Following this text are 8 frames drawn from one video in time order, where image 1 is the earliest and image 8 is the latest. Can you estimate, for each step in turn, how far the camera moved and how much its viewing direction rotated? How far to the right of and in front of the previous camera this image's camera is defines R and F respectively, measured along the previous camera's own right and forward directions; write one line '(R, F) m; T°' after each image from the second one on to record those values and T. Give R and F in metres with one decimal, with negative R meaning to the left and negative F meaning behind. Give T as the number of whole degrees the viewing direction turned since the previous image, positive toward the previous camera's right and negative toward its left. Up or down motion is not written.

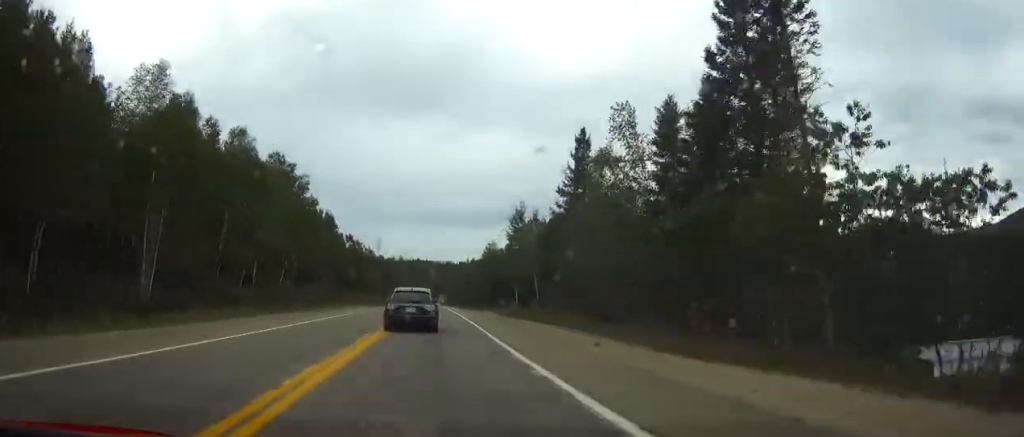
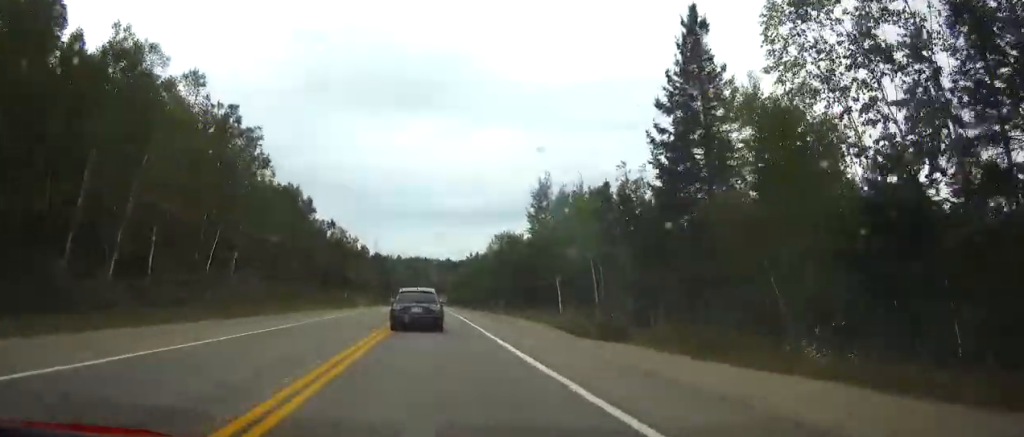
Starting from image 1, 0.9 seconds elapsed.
(0.0, +24.3) m; 0°
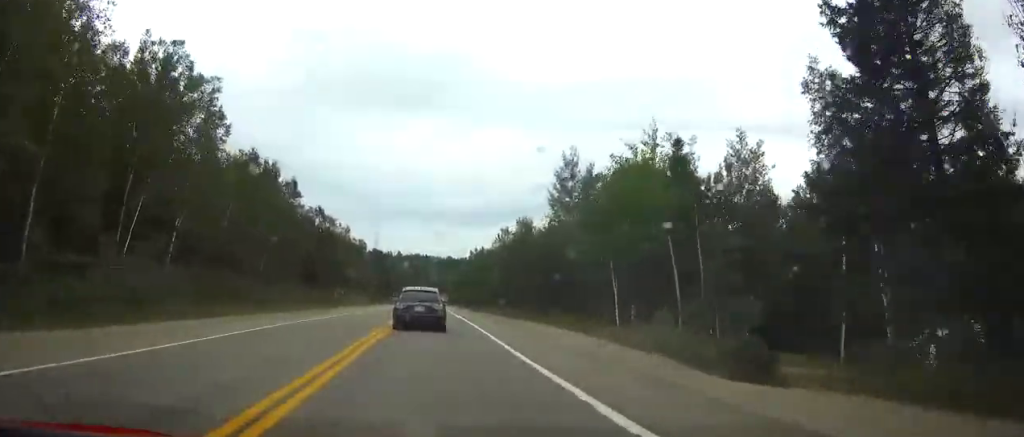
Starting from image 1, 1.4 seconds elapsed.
(0.0, +14.4) m; 0°
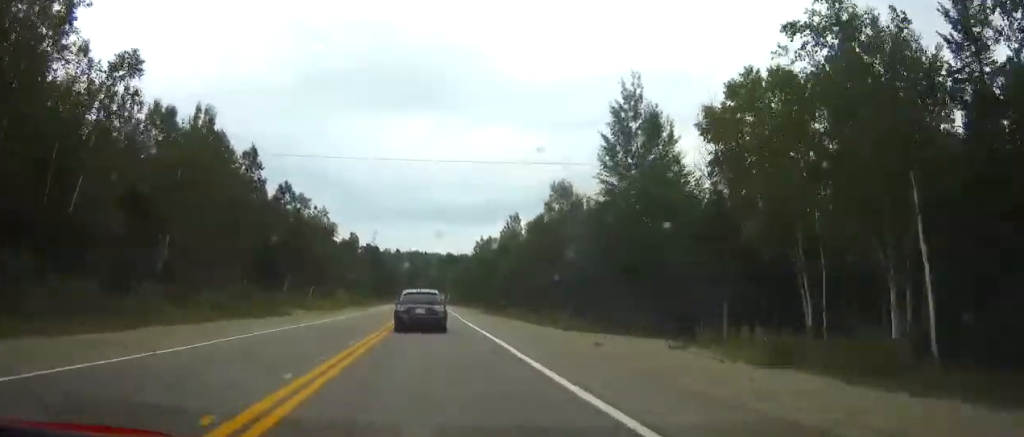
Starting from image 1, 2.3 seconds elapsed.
(+0.1, +22.4) m; 0°
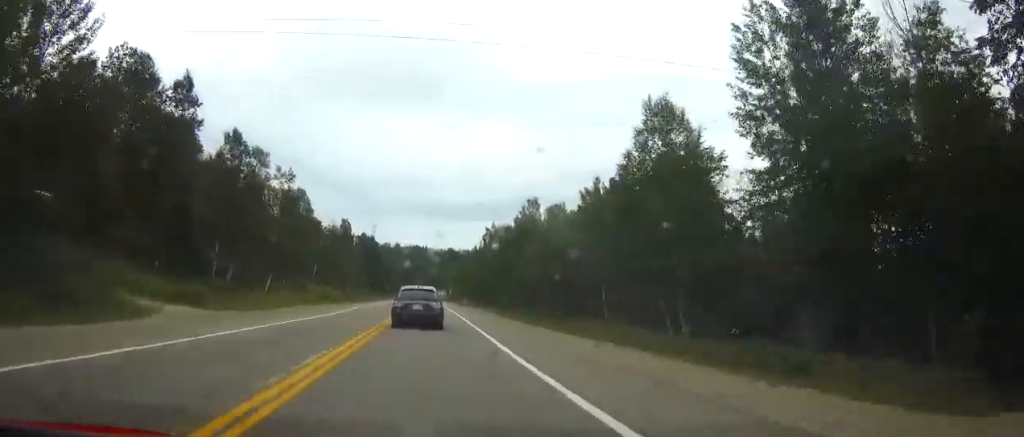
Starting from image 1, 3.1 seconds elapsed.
(-0.2, +23.2) m; 0°
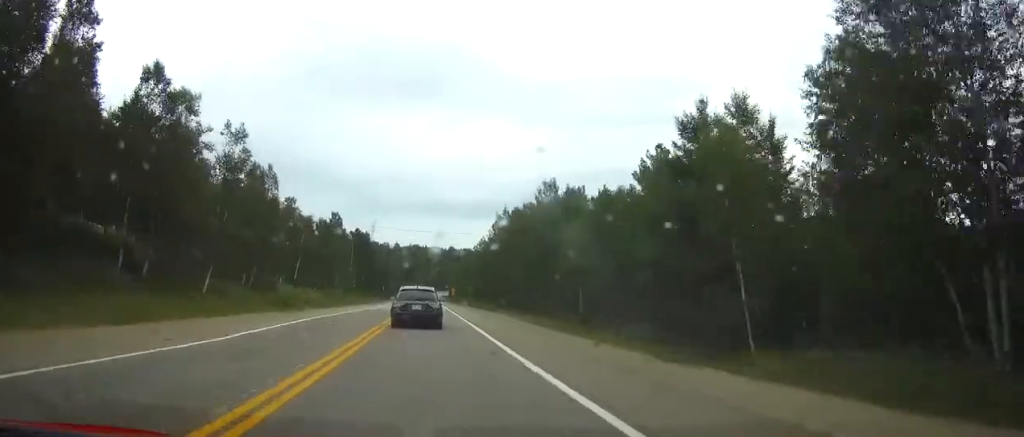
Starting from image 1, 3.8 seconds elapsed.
(+0.1, +18.7) m; 0°
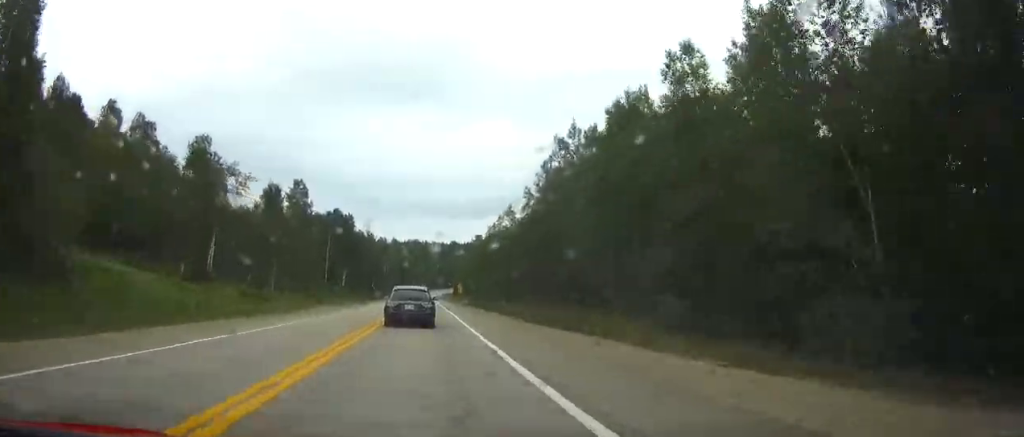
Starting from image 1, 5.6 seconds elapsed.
(0.0, +47.9) m; 0°
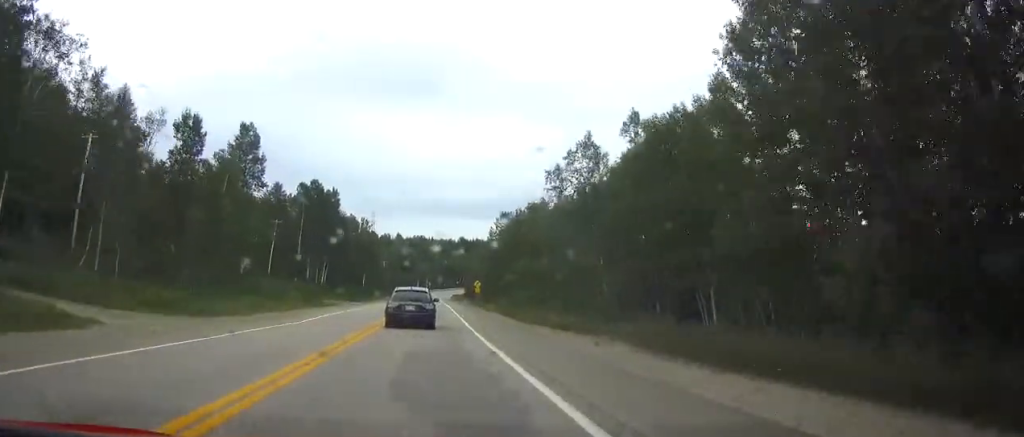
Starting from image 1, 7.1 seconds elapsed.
(0.0, +39.8) m; 0°
